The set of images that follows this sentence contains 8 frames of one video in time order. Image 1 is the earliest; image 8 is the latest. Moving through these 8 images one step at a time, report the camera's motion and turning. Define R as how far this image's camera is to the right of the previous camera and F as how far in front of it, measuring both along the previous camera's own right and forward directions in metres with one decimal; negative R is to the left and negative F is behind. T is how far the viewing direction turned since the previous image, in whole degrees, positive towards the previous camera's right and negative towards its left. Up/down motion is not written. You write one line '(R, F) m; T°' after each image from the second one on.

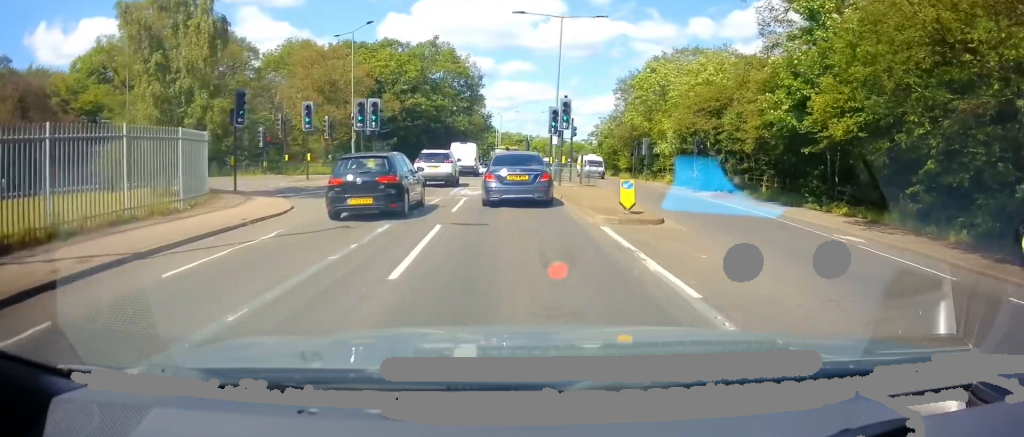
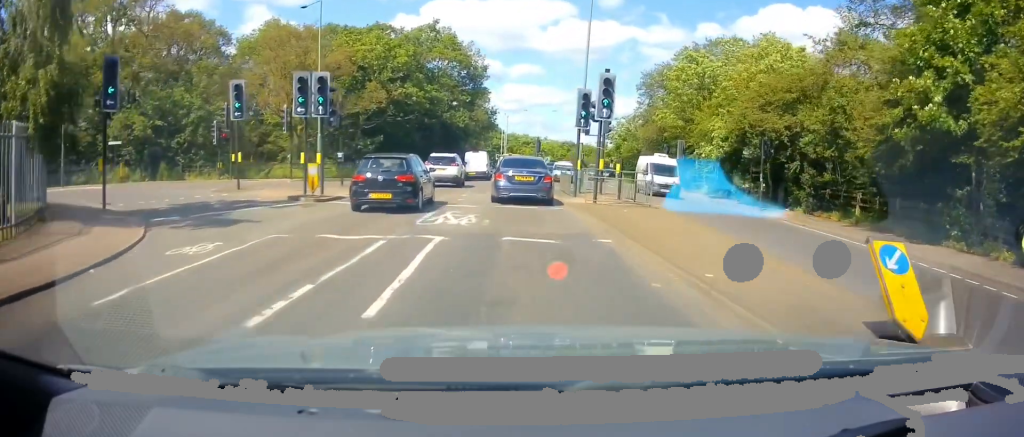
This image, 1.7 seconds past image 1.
(-0.2, +8.8) m; -1°
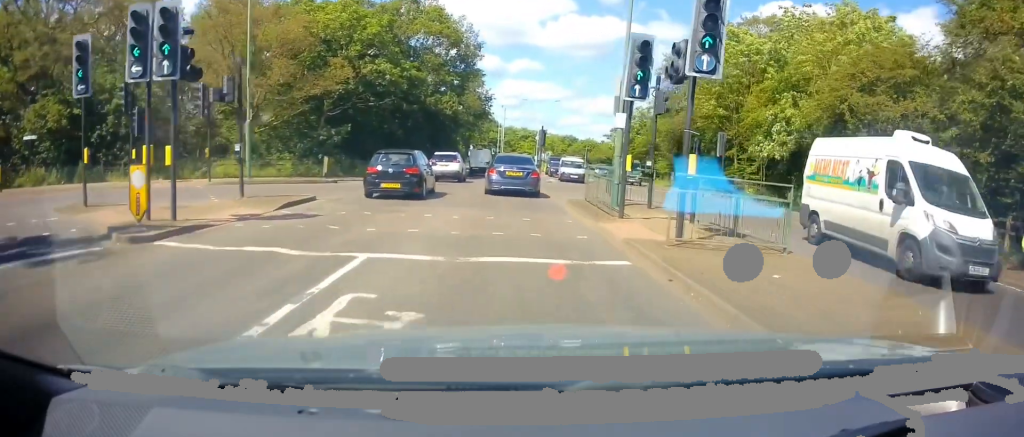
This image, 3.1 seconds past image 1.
(+0.4, +8.5) m; +1°
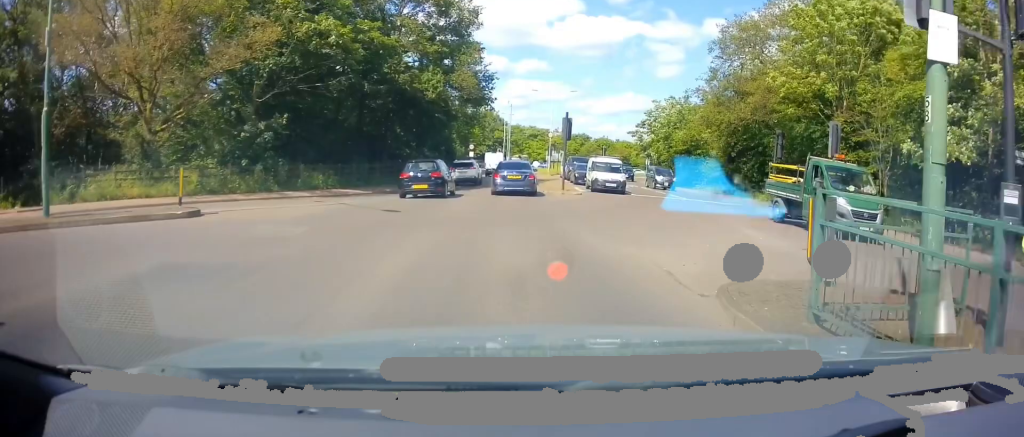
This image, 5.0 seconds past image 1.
(-0.1, +12.0) m; -1°
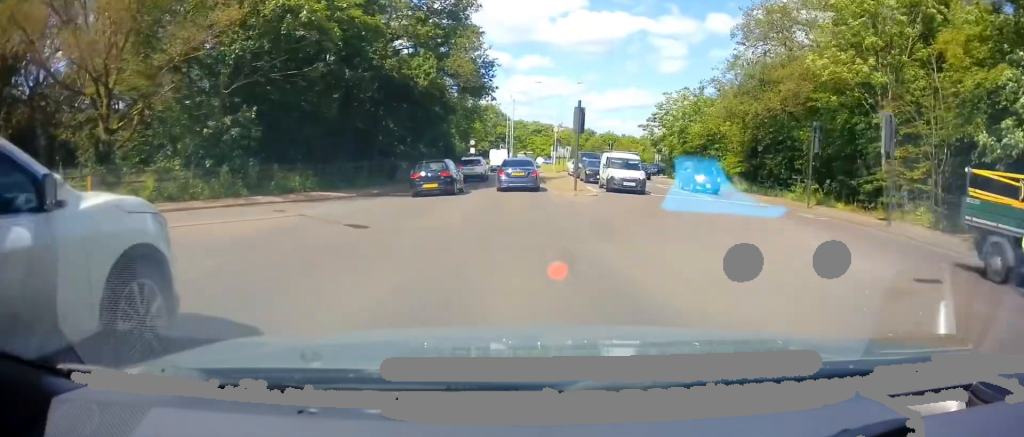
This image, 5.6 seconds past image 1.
(0.0, +3.5) m; 0°
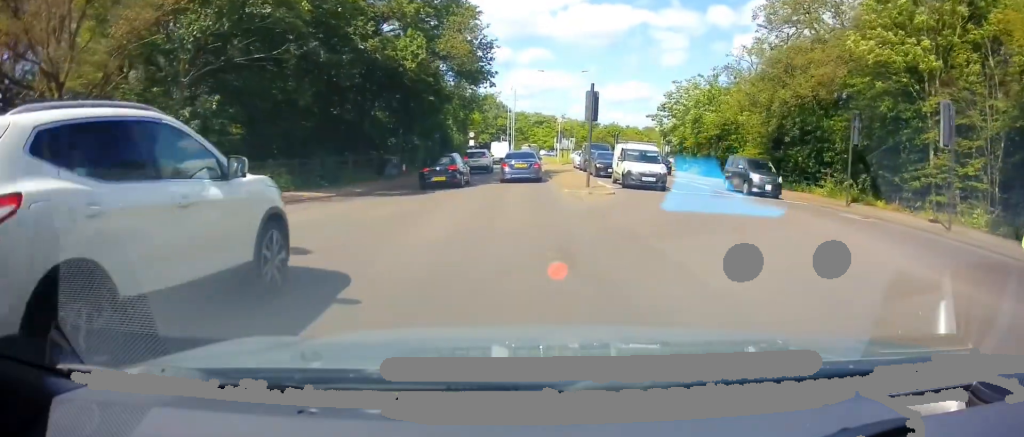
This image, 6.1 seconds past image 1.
(-0.2, +3.4) m; -1°
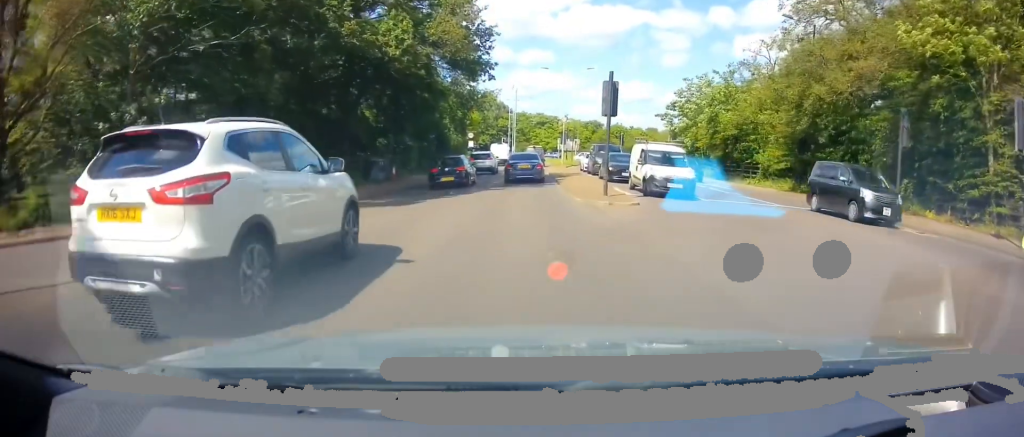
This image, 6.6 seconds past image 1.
(0.0, +3.4) m; 0°
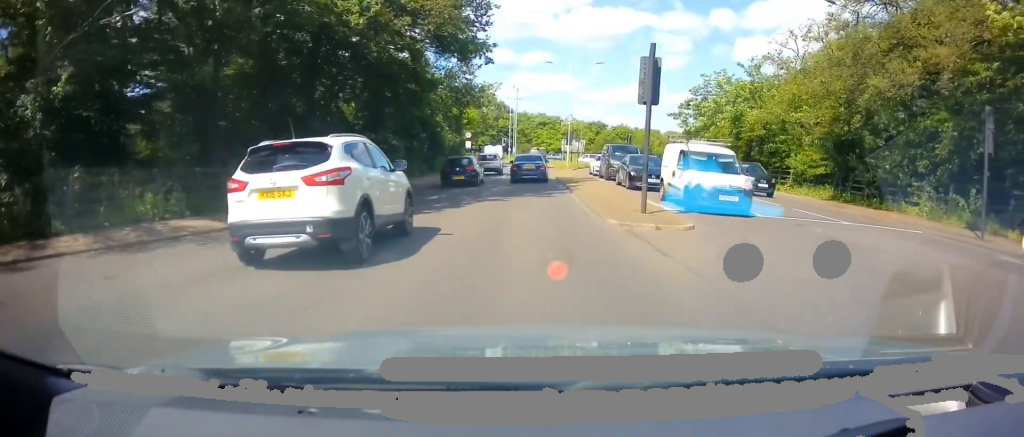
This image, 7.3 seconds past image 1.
(+0.2, +4.8) m; 0°
